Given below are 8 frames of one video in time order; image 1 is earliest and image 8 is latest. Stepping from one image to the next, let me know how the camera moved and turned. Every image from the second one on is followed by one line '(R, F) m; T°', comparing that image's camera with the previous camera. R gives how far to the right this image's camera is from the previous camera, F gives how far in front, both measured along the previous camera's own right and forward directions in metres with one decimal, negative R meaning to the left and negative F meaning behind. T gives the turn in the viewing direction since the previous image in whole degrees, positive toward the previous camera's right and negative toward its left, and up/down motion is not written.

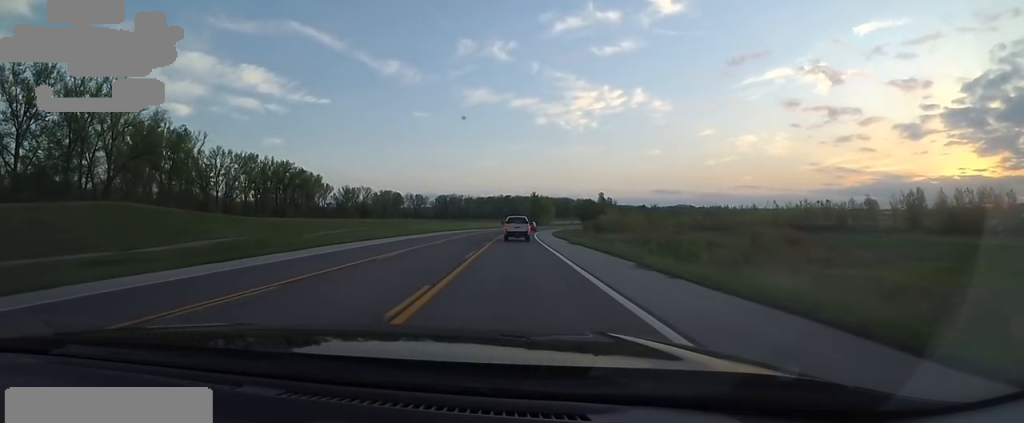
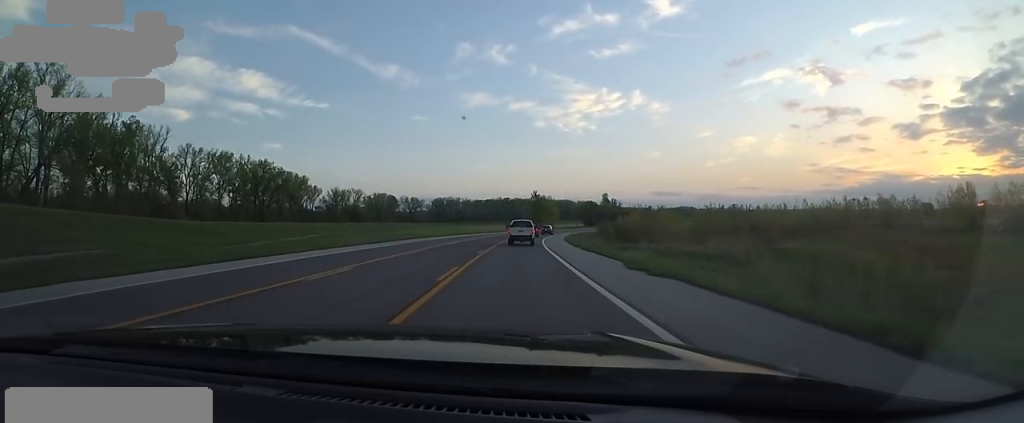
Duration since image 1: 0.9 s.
(+0.3, +18.4) m; 0°
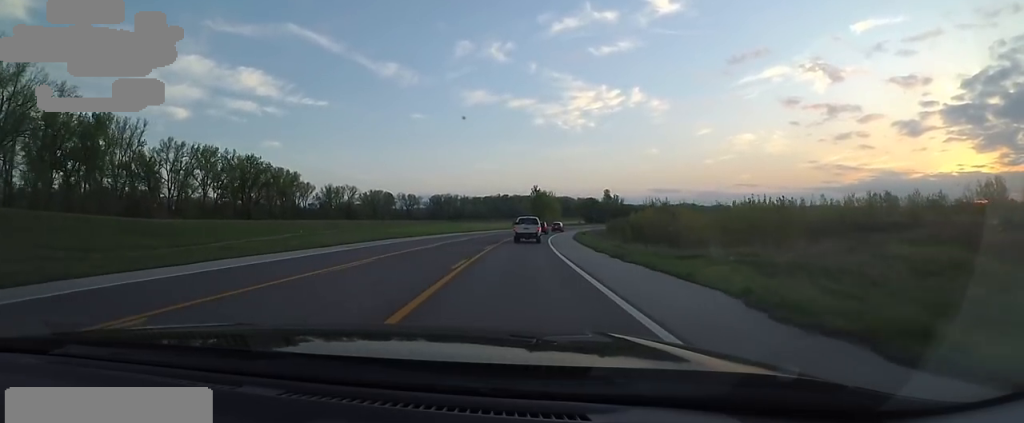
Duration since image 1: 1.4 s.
(+0.1, +9.3) m; -1°
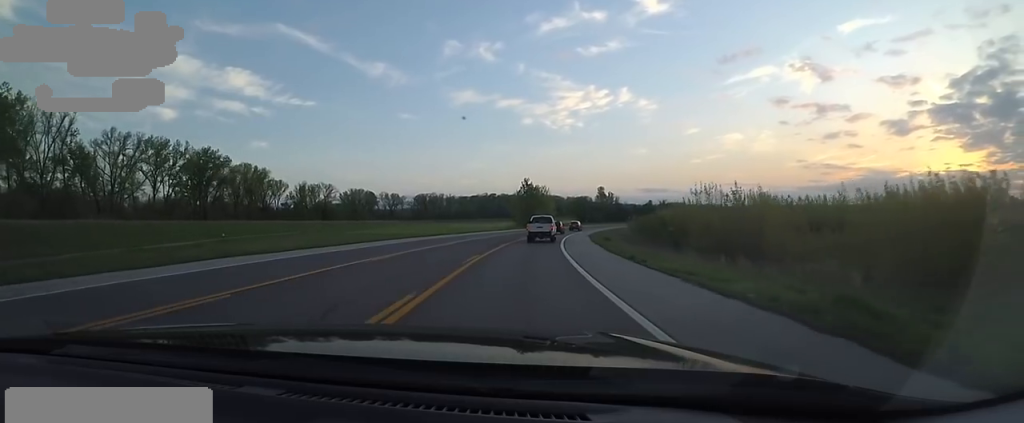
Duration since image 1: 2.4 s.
(-0.4, +20.5) m; 0°
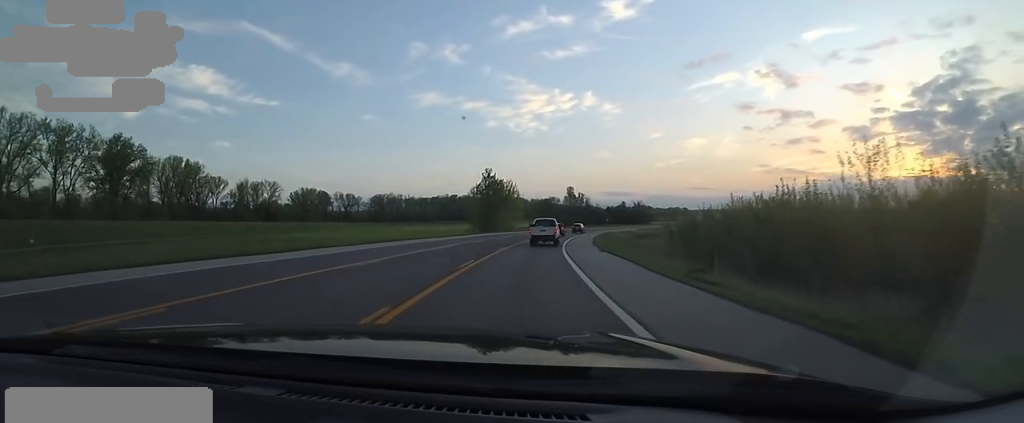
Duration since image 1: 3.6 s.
(+1.0, +25.1) m; +4°
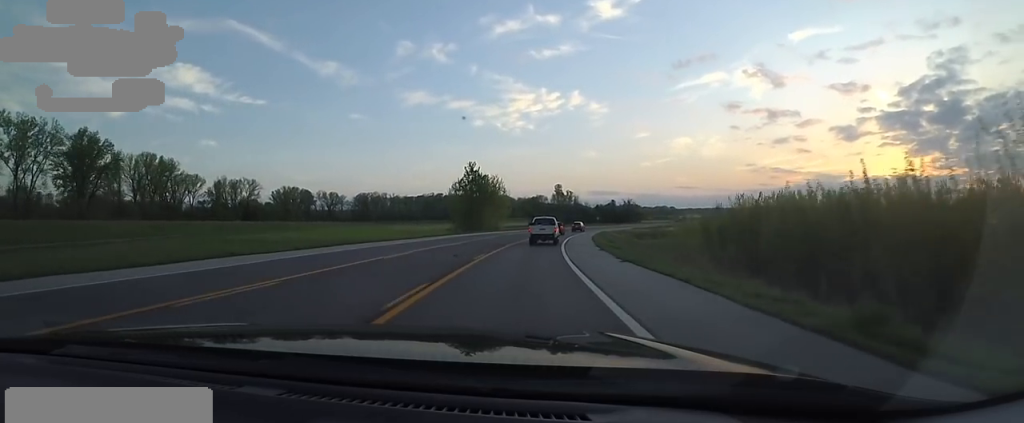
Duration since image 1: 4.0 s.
(+0.2, +8.2) m; +1°
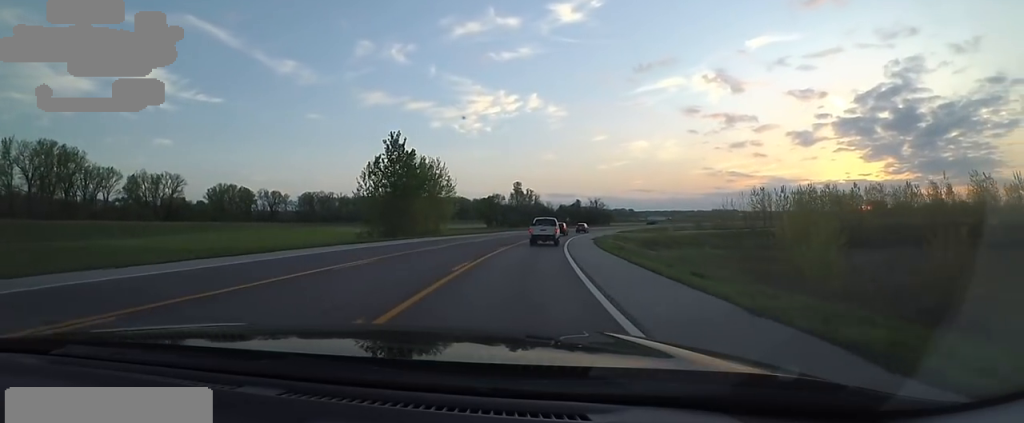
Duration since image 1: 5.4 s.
(+0.3, +28.6) m; +7°
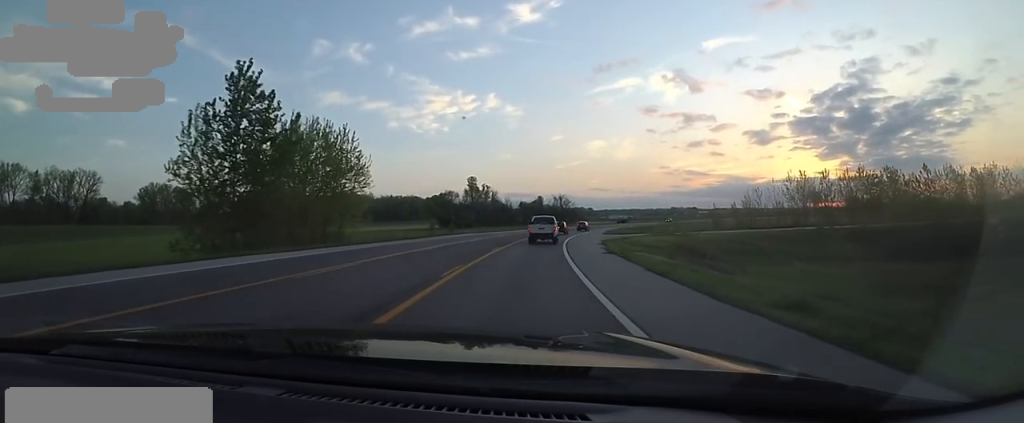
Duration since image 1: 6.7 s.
(+2.5, +25.6) m; +7°
